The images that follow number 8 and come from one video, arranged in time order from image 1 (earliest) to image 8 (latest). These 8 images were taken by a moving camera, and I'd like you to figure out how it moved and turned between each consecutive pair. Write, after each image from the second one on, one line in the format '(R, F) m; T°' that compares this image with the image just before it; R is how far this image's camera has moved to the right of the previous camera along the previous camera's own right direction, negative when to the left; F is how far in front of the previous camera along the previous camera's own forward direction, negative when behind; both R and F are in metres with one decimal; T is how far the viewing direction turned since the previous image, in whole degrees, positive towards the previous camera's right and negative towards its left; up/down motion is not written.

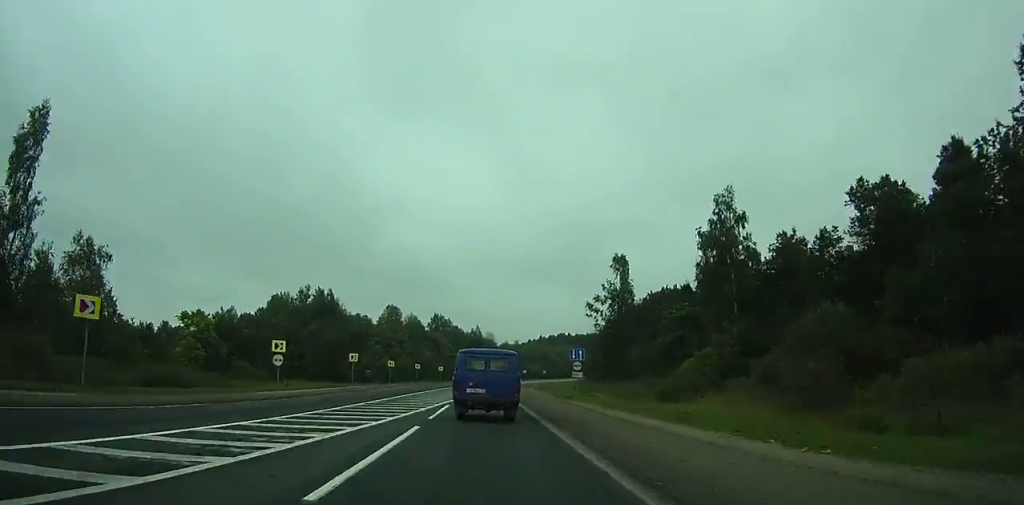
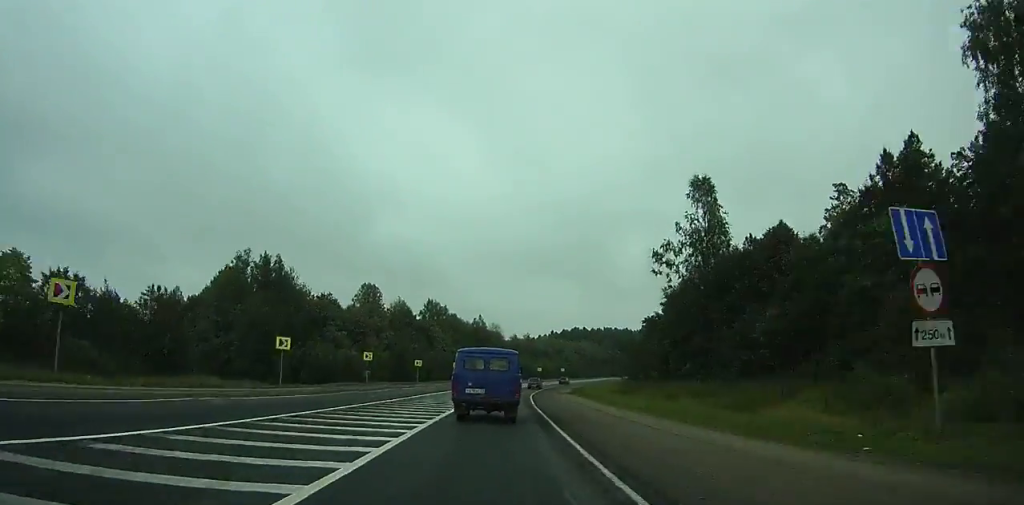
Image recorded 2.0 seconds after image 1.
(+0.1, +42.6) m; +1°
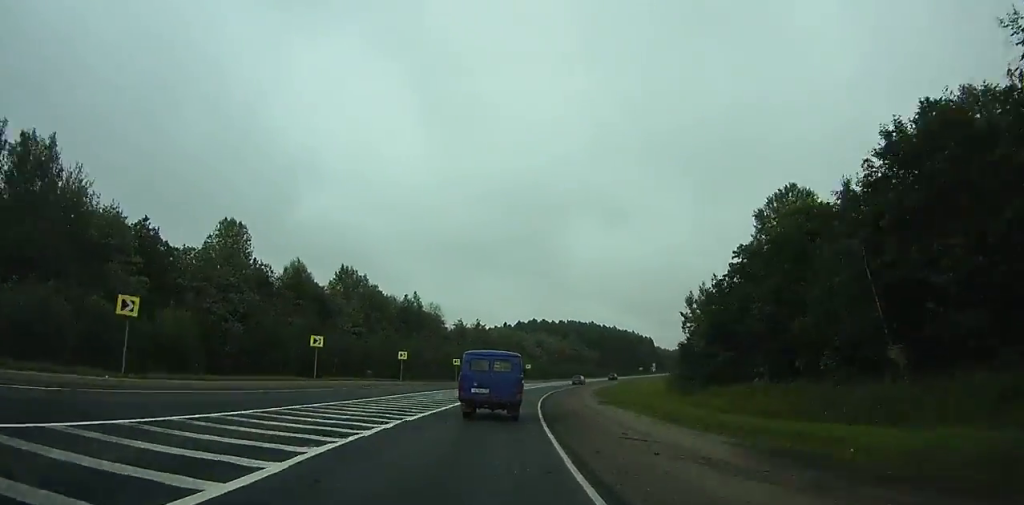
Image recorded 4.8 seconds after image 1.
(+0.9, +56.4) m; +5°
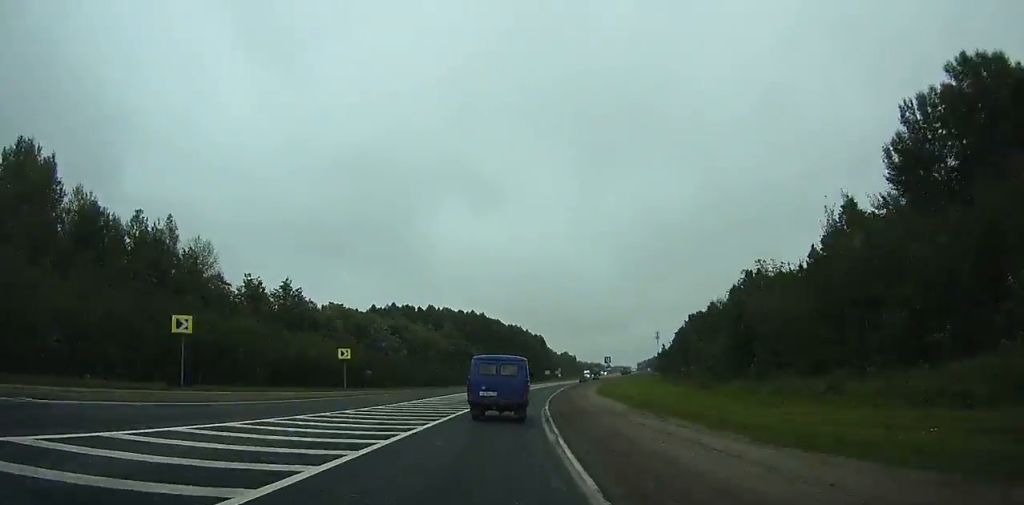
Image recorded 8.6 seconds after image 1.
(+6.8, +73.5) m; +11°
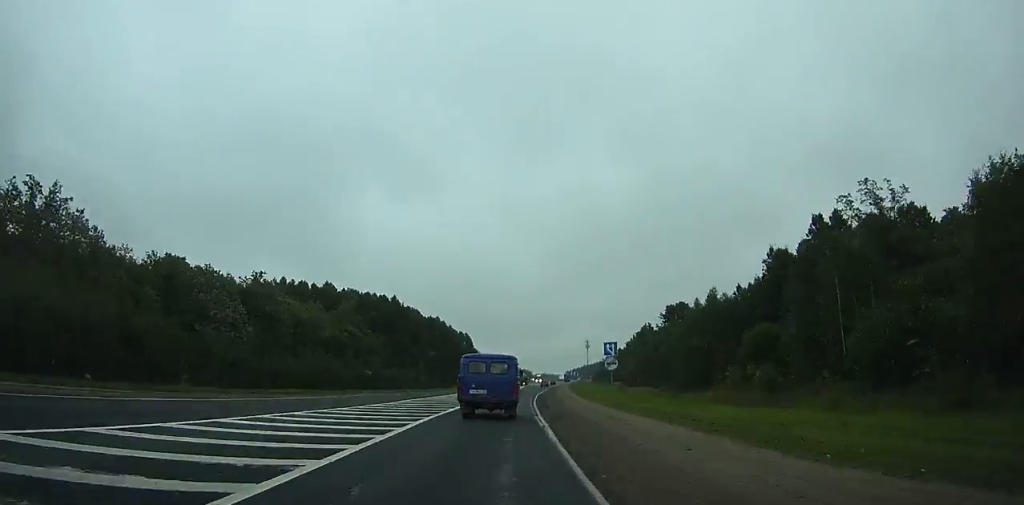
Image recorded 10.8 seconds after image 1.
(+2.5, +43.1) m; +6°
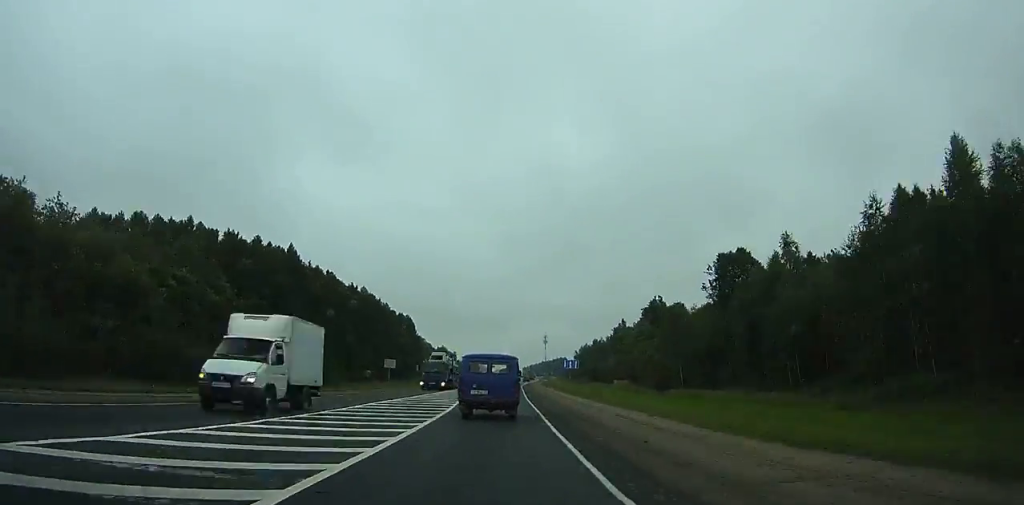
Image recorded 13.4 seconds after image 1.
(+3.0, +52.5) m; +5°
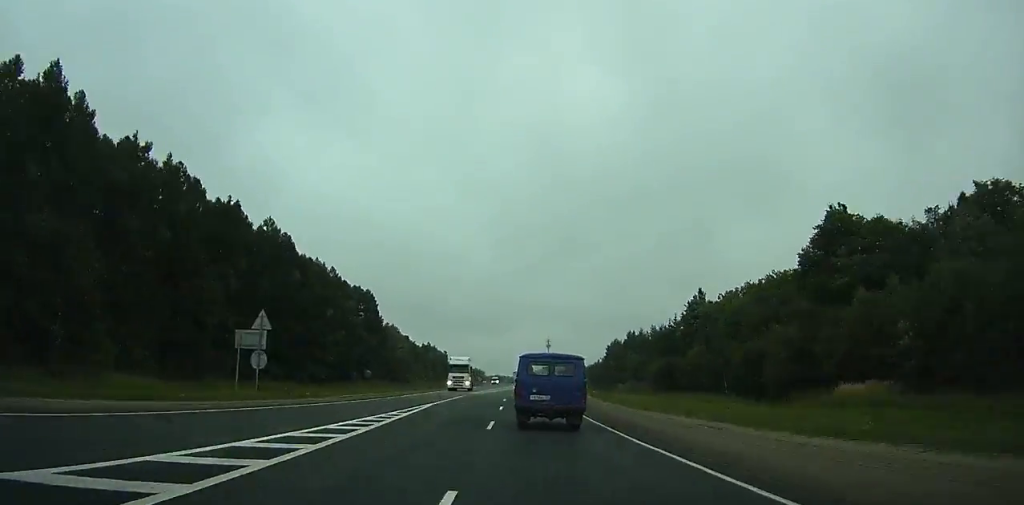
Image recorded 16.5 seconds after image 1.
(+1.8, +66.3) m; +2°
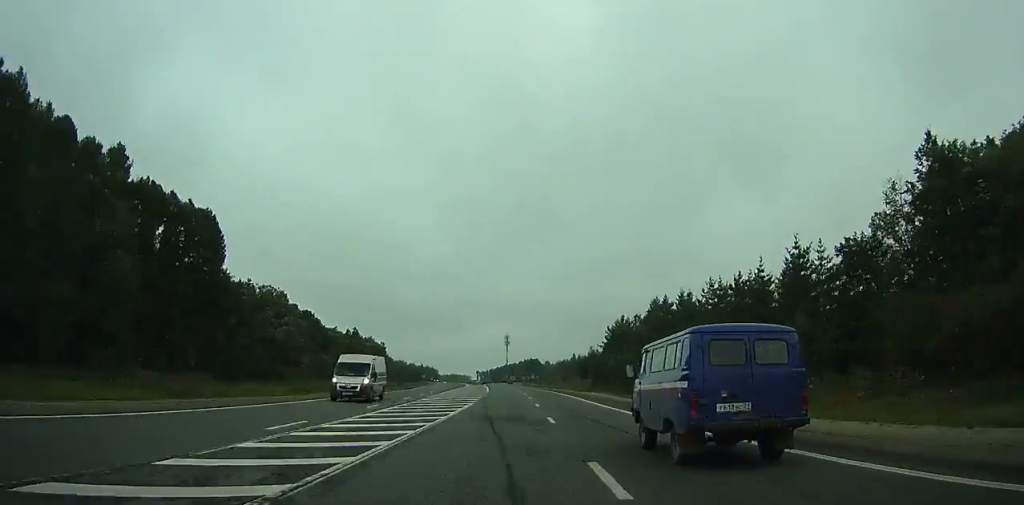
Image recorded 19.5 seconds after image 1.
(+1.0, +68.3) m; +2°
